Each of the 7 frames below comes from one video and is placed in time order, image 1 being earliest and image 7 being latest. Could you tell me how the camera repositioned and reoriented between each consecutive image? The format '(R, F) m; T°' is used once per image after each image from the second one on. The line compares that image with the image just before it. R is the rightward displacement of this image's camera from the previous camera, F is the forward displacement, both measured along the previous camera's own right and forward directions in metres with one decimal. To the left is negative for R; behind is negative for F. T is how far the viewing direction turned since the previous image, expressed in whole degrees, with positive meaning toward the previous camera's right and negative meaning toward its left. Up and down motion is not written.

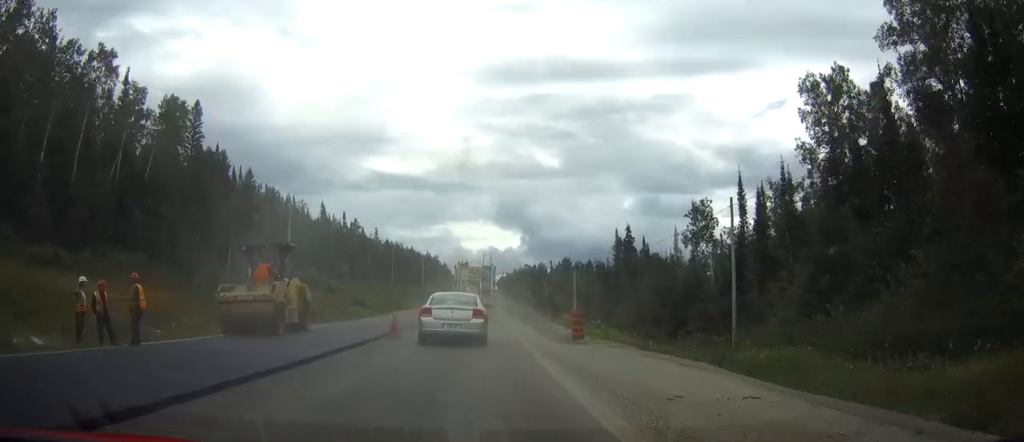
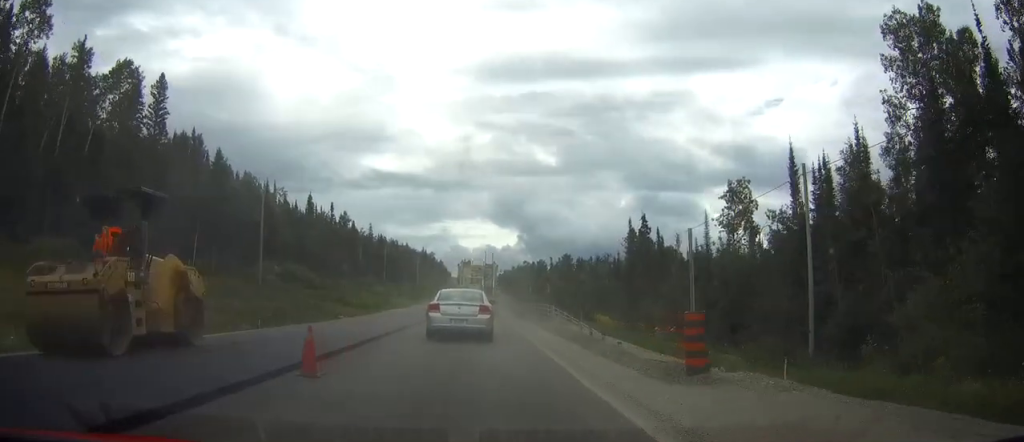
(+0.1, +11.2) m; +1°
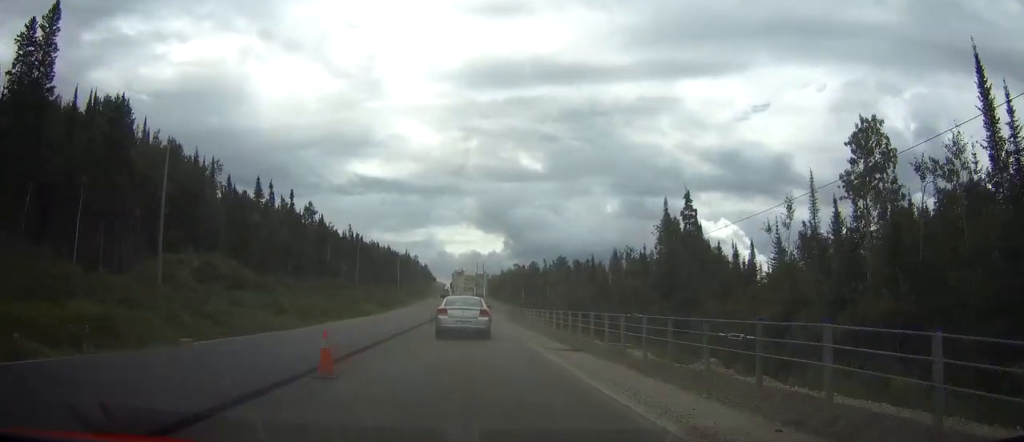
(+0.4, +25.3) m; +1°
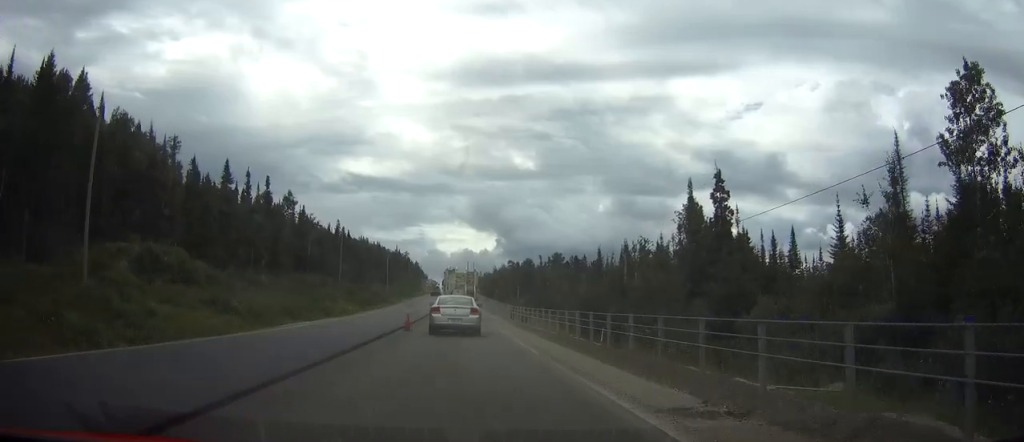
(+0.1, +11.2) m; 0°
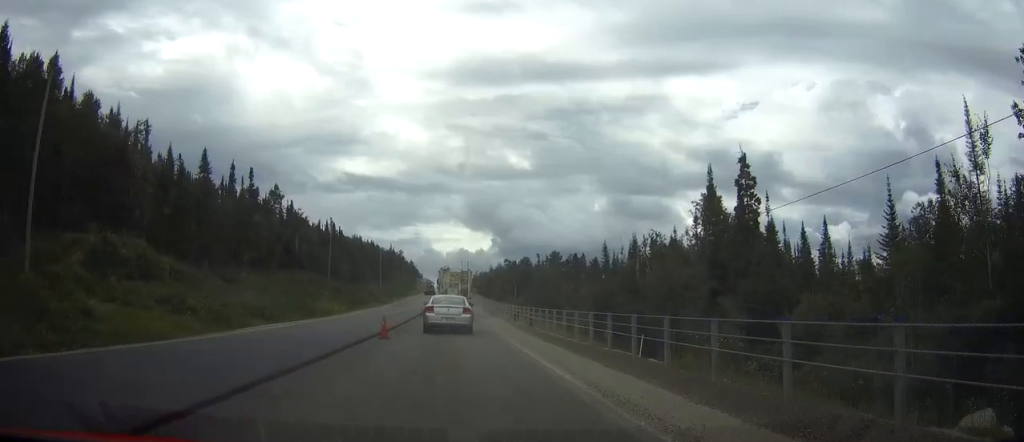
(0.0, +7.0) m; 0°
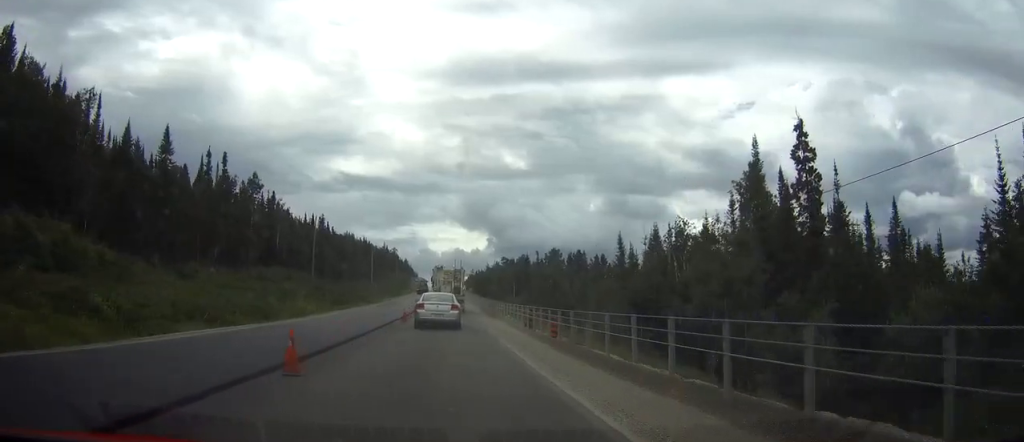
(-0.1, +11.3) m; 0°
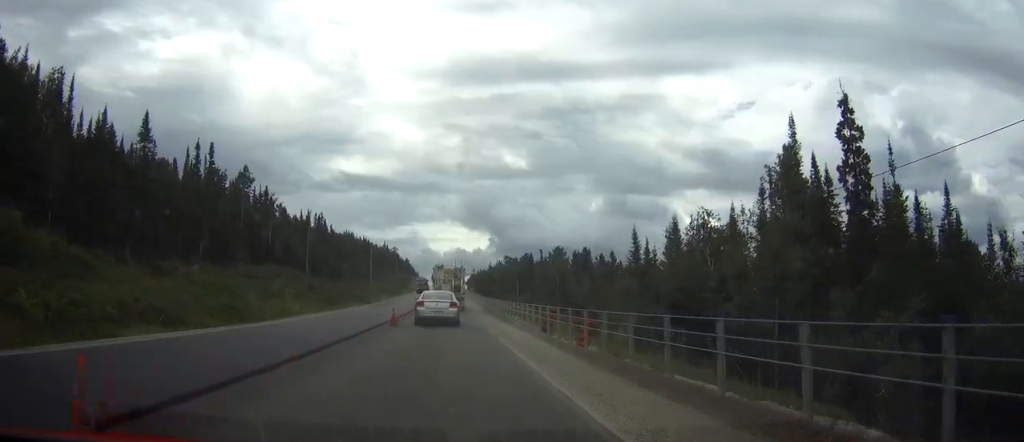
(0.0, +6.2) m; 0°
